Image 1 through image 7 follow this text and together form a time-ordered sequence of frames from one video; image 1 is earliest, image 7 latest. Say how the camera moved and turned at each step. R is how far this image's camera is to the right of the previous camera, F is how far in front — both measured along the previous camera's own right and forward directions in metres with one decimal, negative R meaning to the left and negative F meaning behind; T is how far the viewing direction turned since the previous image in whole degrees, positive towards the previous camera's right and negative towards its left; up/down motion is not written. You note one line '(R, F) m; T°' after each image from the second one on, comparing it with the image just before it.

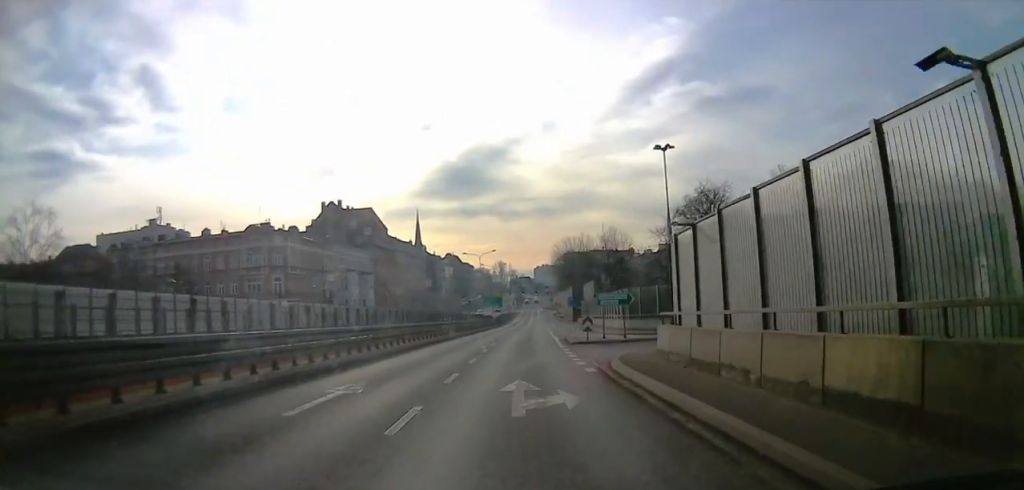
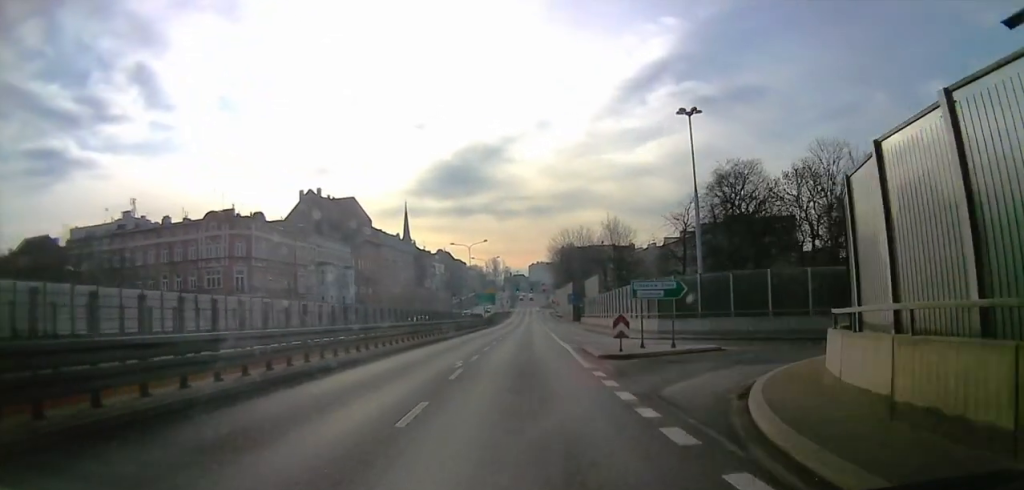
(-0.2, +11.4) m; 0°
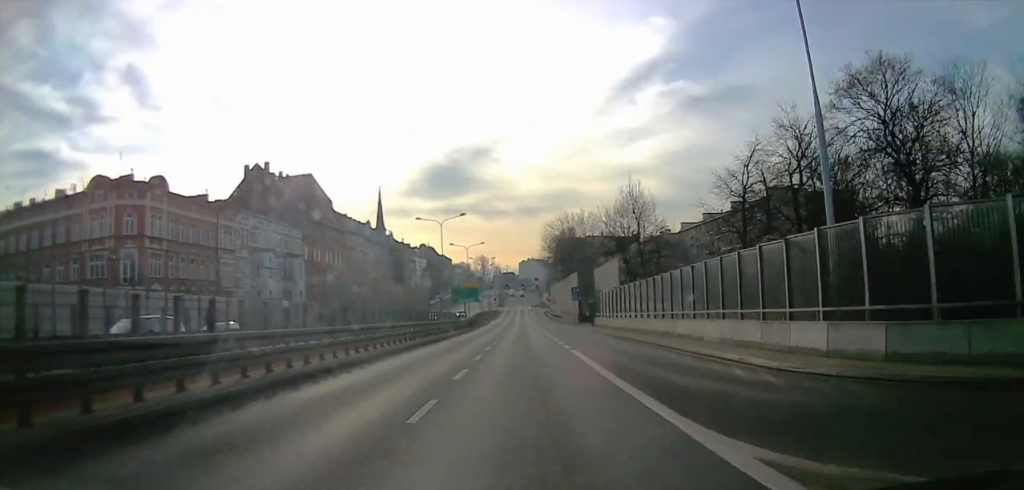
(+0.2, +23.1) m; 0°
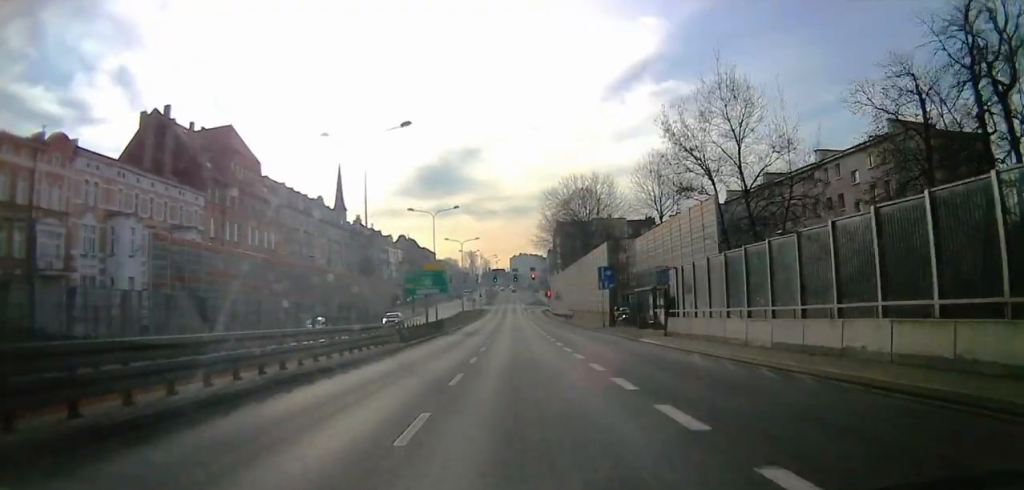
(+1.1, +30.1) m; +5°
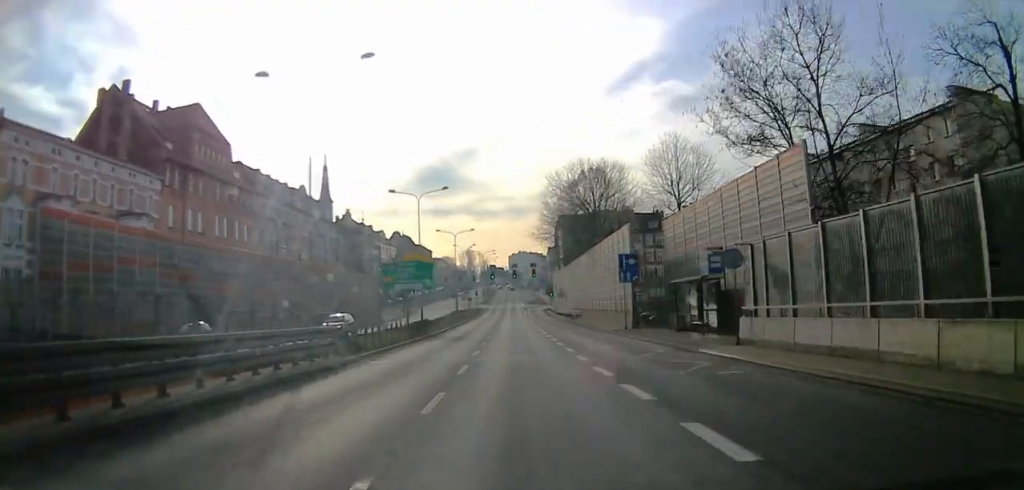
(+0.2, +9.4) m; 0°
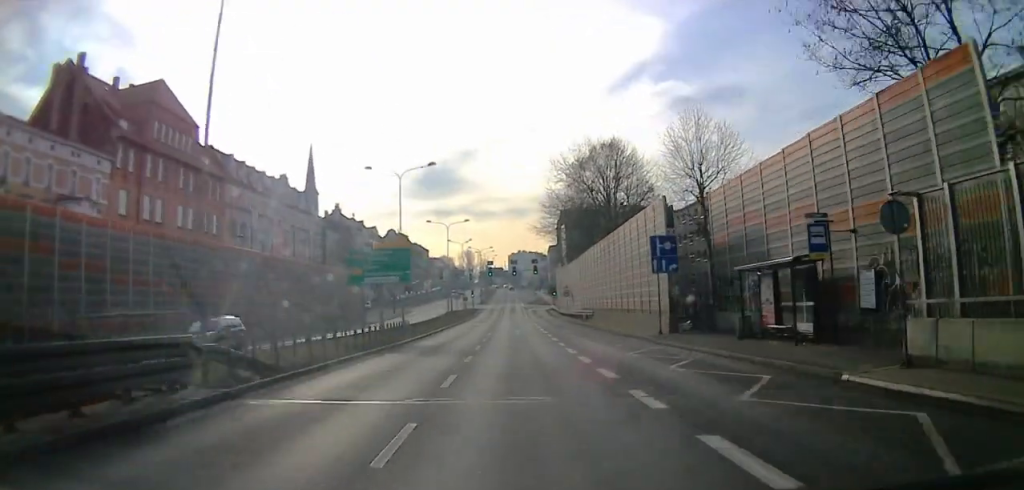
(-0.3, +9.0) m; -2°
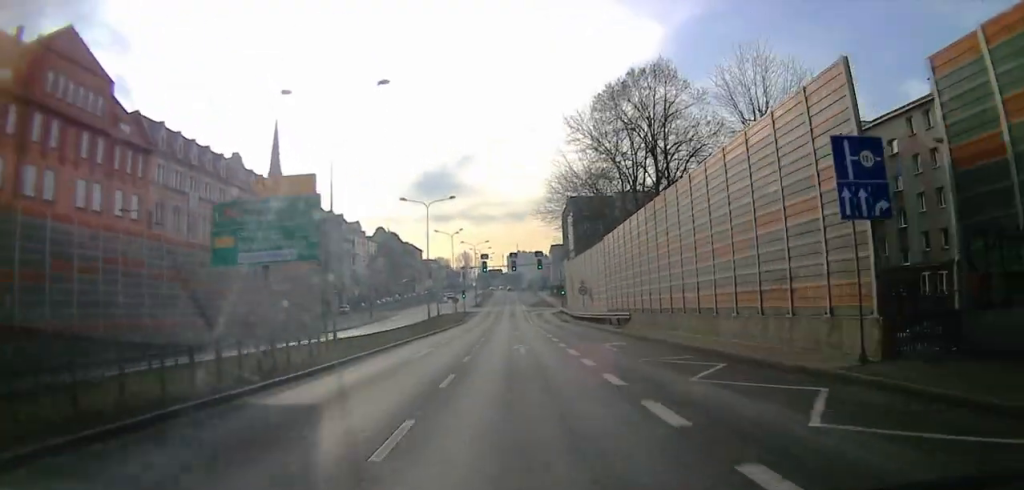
(-0.2, +17.4) m; -1°
